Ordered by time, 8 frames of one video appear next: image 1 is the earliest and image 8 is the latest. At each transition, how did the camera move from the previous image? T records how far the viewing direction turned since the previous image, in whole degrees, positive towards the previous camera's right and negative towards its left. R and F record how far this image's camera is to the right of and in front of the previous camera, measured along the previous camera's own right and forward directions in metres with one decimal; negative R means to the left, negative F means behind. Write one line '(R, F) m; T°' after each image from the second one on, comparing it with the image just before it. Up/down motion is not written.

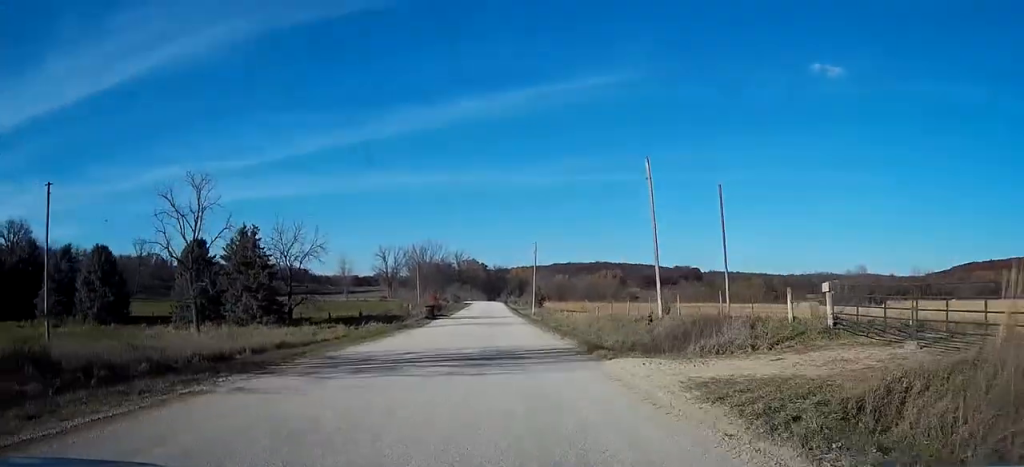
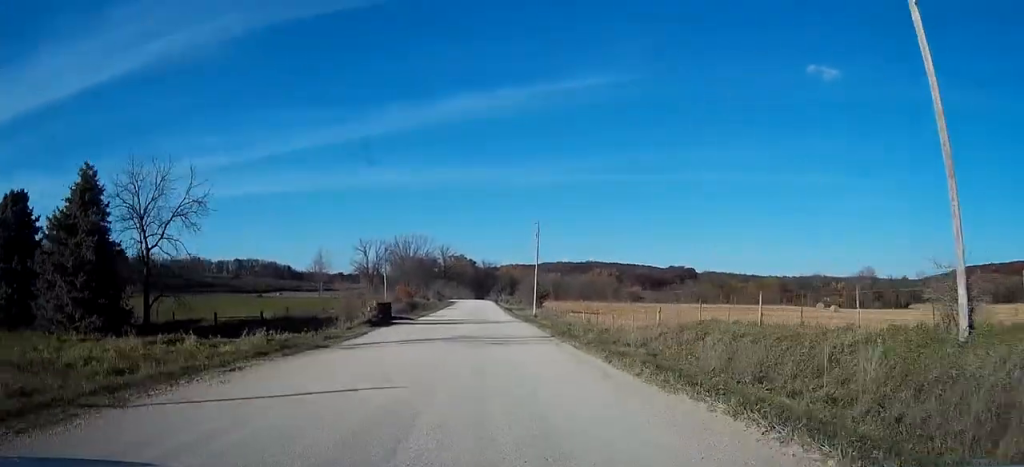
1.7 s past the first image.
(+0.4, +27.8) m; +2°
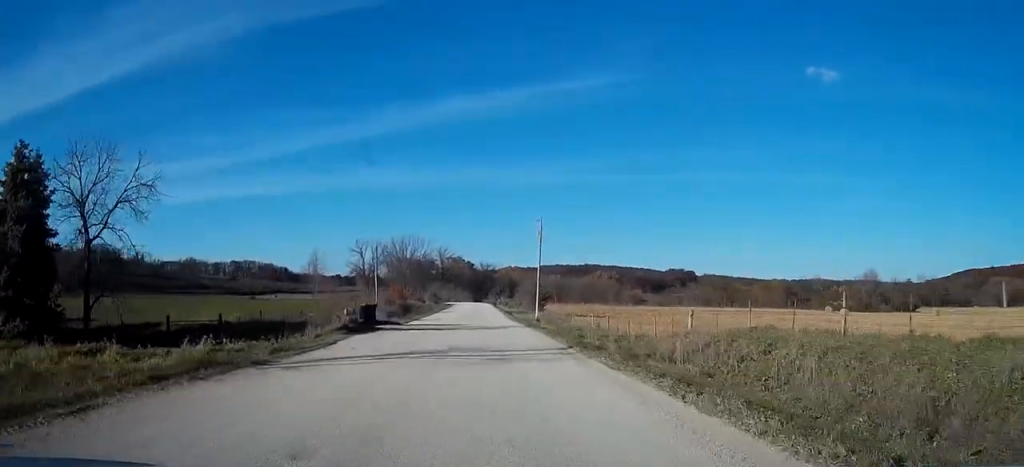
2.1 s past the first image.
(0.0, +6.6) m; 0°
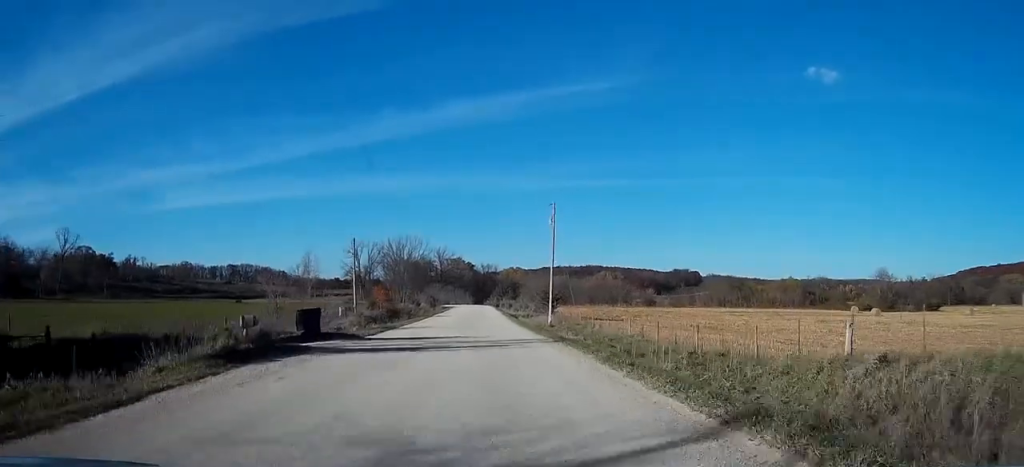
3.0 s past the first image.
(+0.1, +15.4) m; 0°
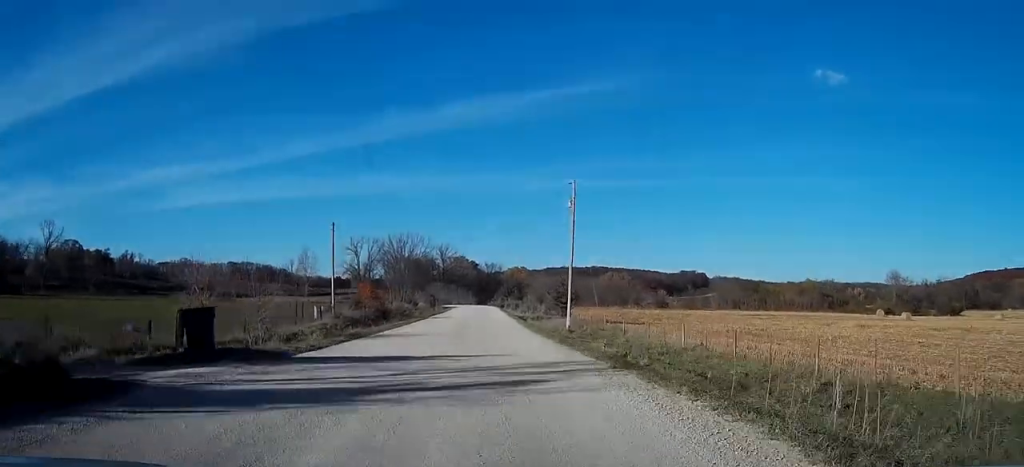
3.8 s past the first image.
(-0.1, +12.0) m; -1°
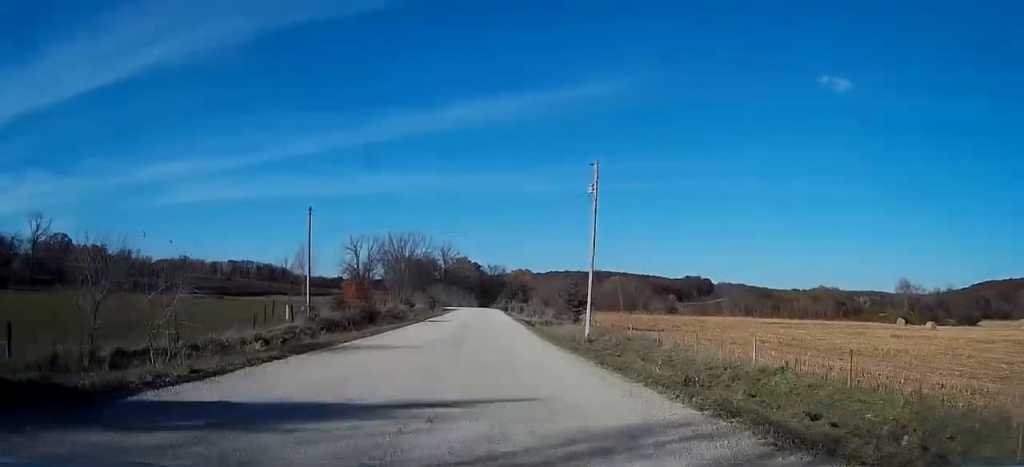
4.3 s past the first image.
(-0.1, +9.3) m; 0°
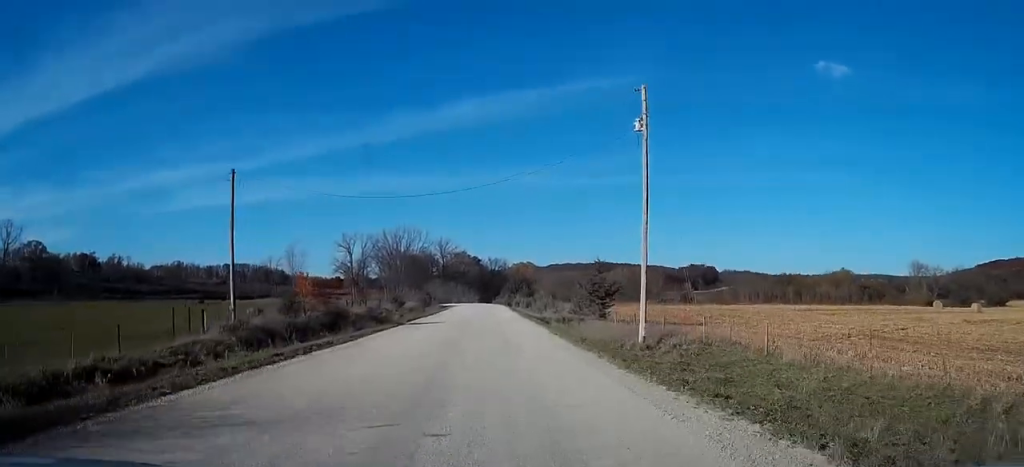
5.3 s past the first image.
(+0.1, +15.6) m; 0°
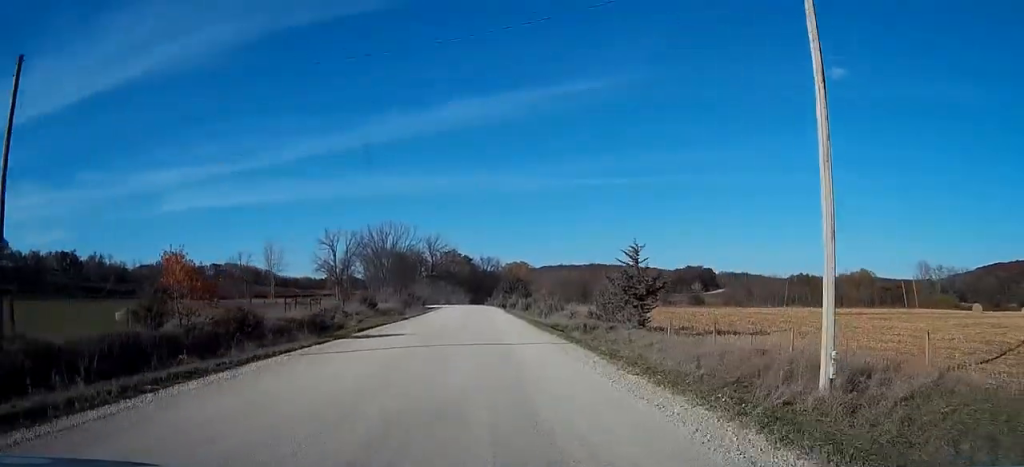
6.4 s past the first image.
(0.0, +18.1) m; +1°
